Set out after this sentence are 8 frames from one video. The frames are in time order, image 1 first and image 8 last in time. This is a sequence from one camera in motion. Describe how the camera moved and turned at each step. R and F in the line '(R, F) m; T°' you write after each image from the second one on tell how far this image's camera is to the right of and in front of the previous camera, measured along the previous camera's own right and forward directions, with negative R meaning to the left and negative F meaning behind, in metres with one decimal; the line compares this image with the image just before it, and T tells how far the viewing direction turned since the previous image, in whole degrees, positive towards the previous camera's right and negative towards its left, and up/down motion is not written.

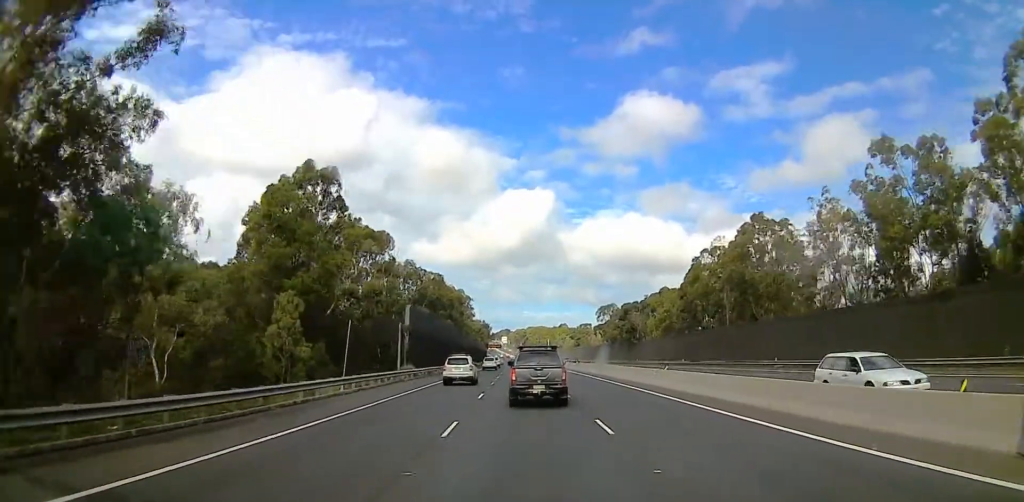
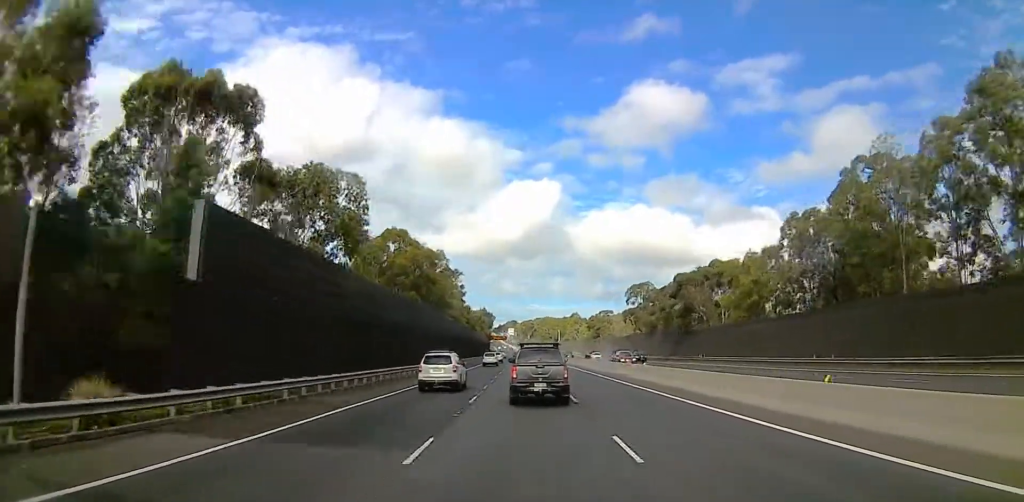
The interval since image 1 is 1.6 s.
(+1.0, +40.4) m; +1°
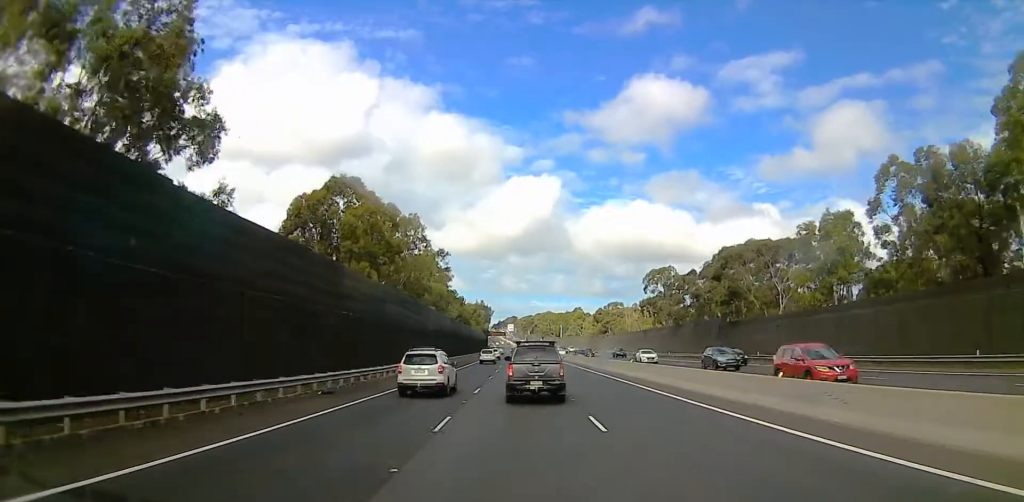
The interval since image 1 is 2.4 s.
(-0.5, +19.5) m; -1°
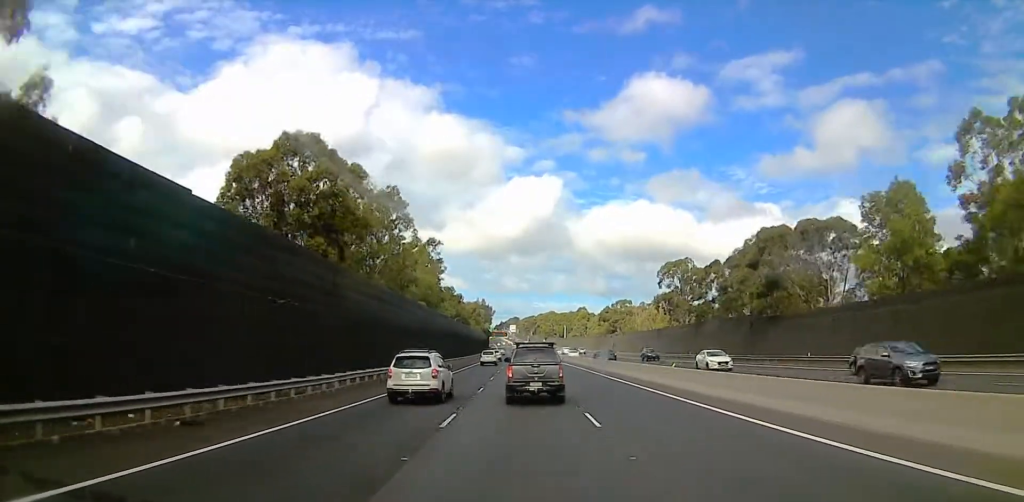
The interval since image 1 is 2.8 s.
(-0.1, +10.4) m; 0°
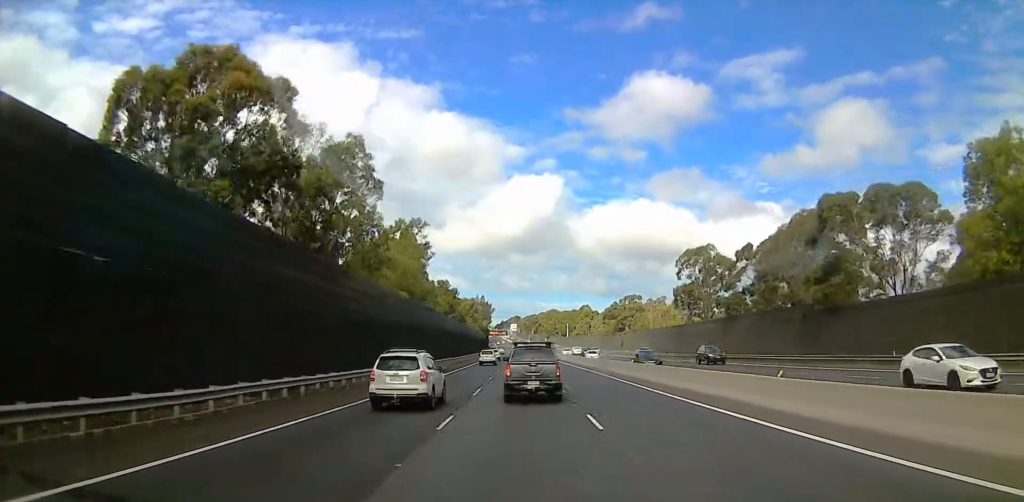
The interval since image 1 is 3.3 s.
(-0.1, +12.0) m; +1°
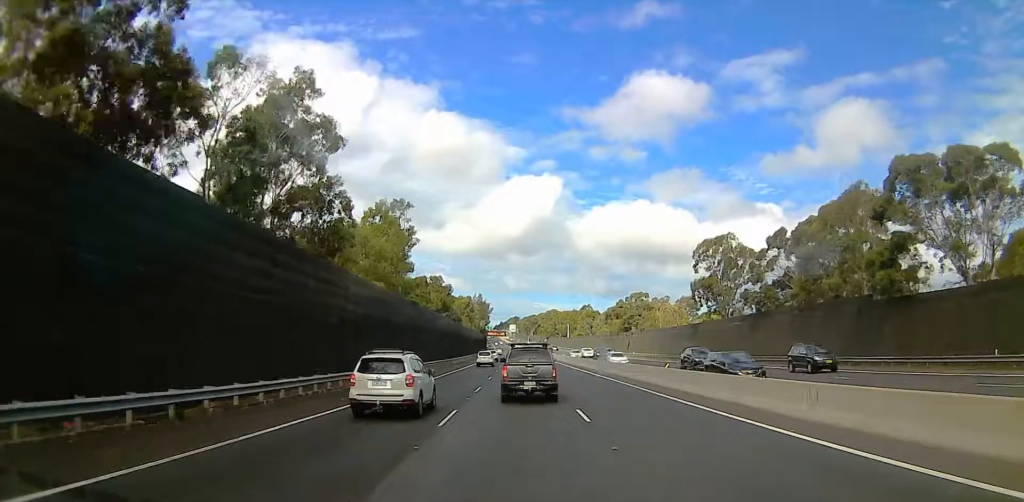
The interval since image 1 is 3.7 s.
(-0.1, +9.7) m; +1°
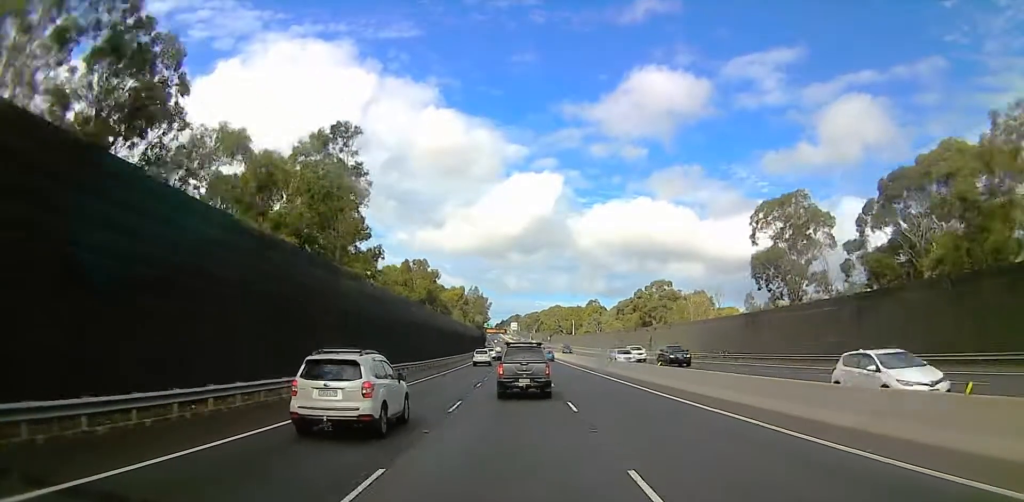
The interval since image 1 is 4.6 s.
(+0.6, +22.5) m; 0°
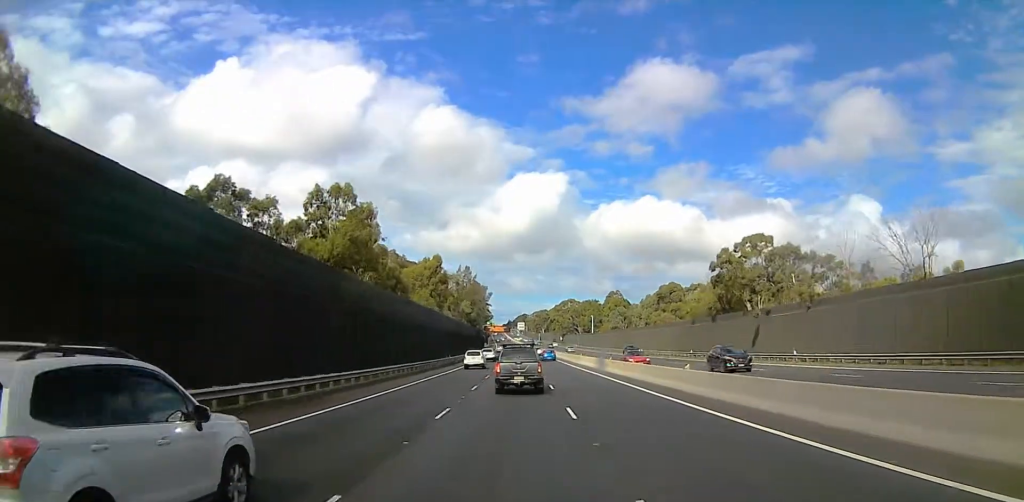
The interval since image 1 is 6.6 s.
(-2.3, +47.8) m; -3°
